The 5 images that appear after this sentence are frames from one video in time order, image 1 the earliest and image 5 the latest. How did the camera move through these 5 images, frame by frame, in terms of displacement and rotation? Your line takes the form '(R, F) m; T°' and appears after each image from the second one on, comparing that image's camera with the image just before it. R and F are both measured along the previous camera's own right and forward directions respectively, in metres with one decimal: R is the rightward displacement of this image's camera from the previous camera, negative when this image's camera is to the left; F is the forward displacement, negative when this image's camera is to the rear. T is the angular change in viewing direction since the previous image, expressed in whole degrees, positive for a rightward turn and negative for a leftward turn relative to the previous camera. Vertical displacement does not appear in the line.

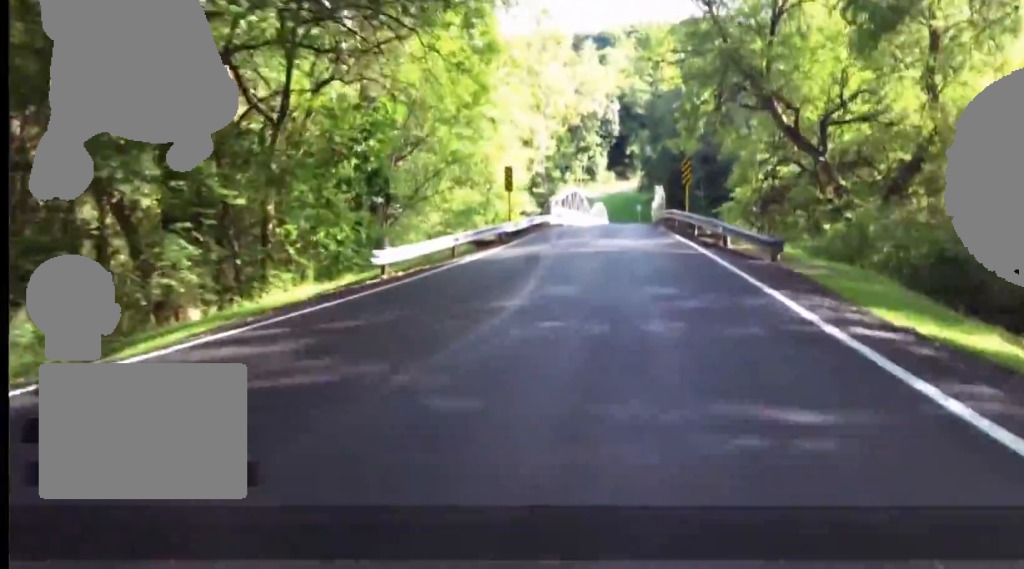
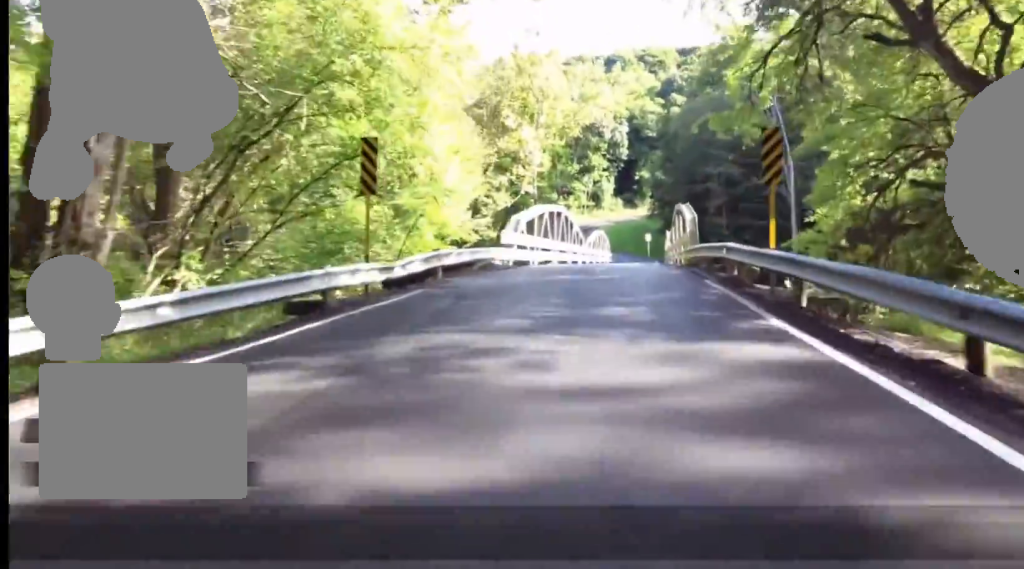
(0.0, +12.3) m; 0°
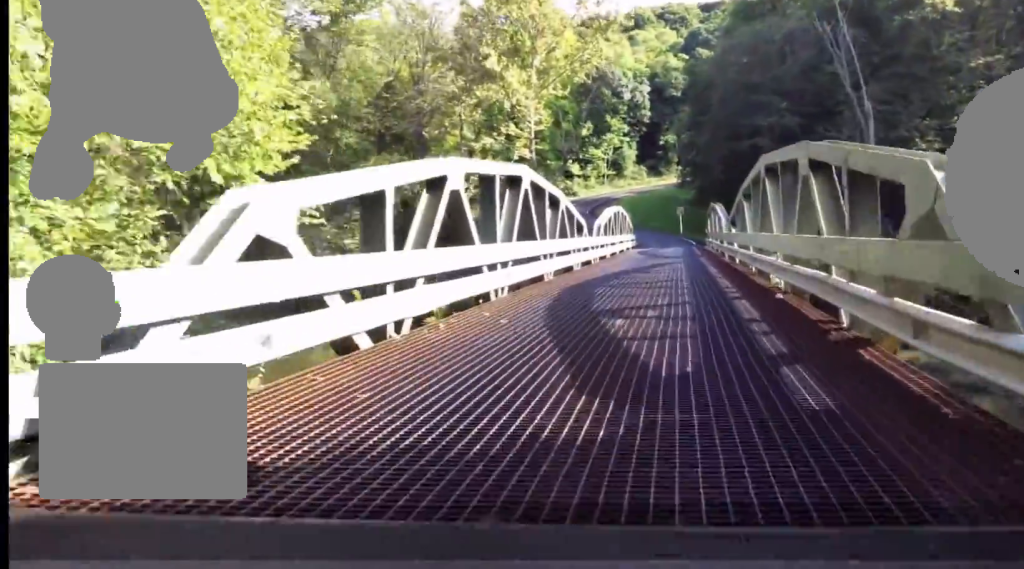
(0.0, +15.6) m; 0°
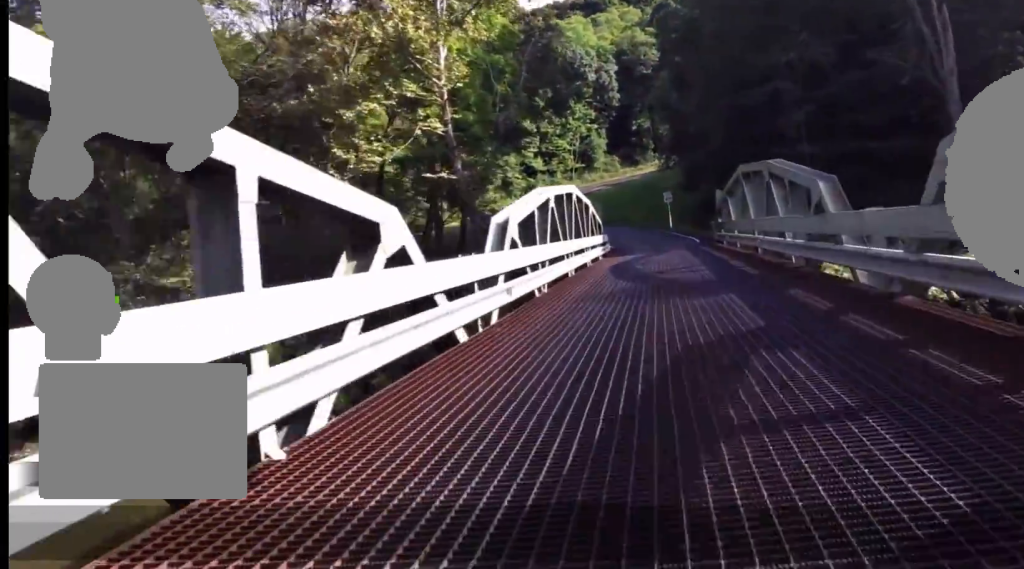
(+0.5, +20.0) m; +3°
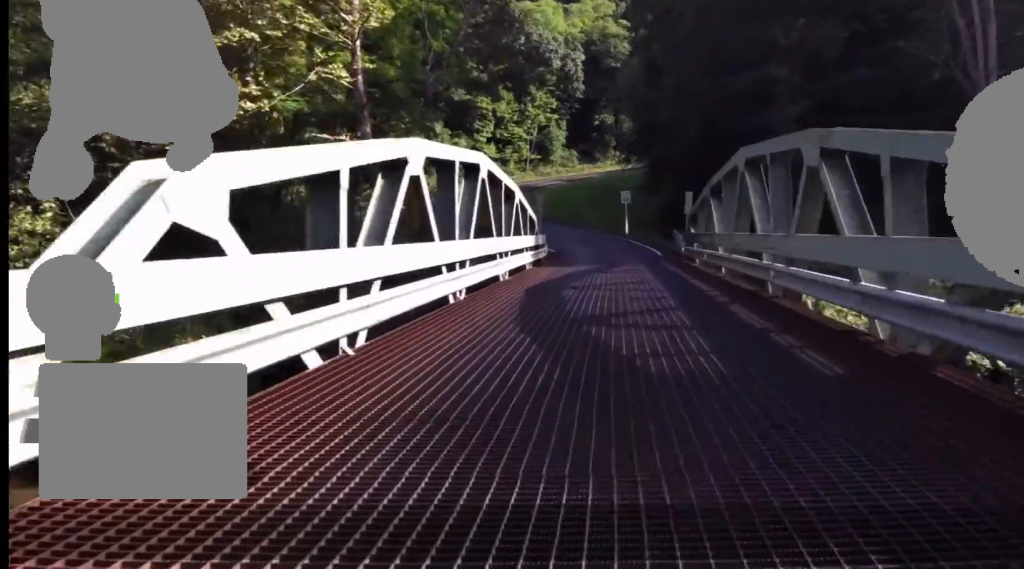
(0.0, +7.7) m; 0°
